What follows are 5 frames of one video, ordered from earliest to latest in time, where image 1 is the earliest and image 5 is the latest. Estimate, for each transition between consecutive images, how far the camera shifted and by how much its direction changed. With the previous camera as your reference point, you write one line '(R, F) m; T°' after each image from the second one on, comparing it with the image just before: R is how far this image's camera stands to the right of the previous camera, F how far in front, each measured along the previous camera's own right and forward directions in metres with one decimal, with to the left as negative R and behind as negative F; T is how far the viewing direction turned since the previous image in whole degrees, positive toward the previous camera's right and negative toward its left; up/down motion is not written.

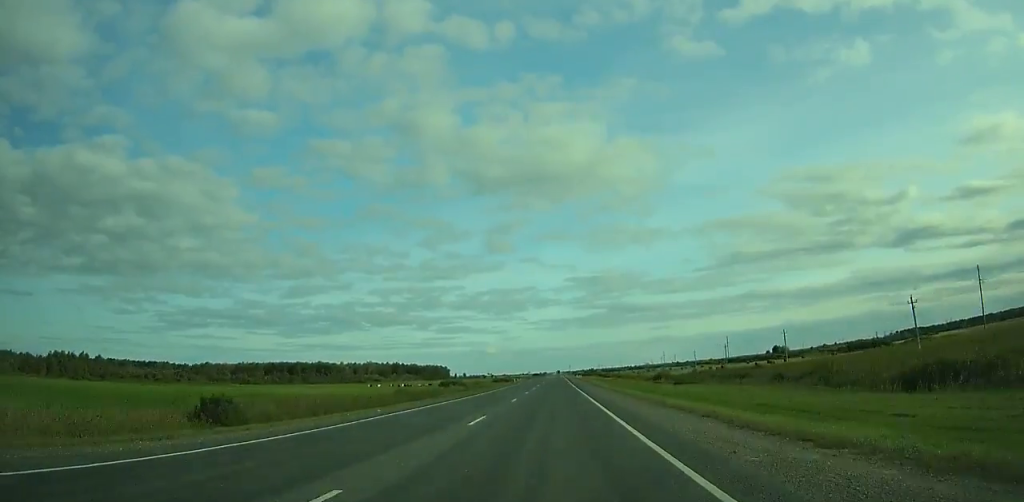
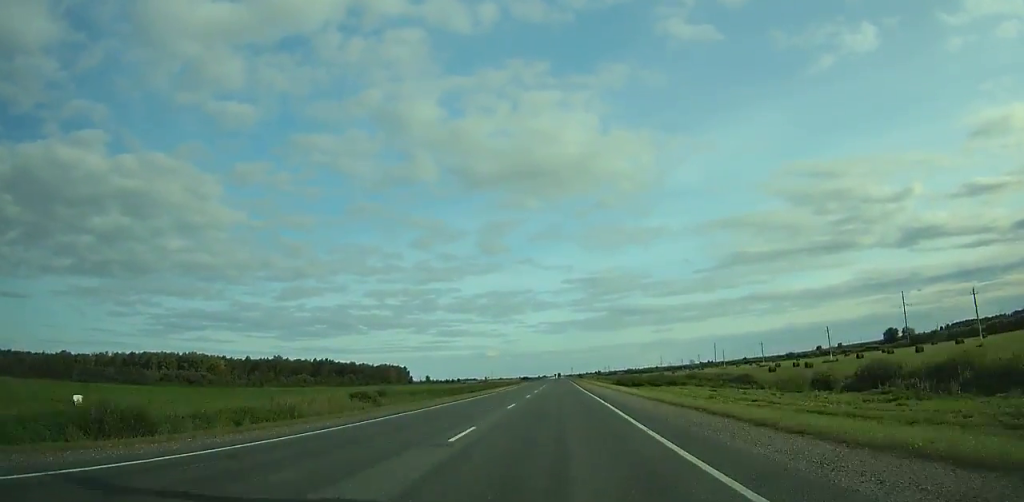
(-0.4, +236.1) m; 0°
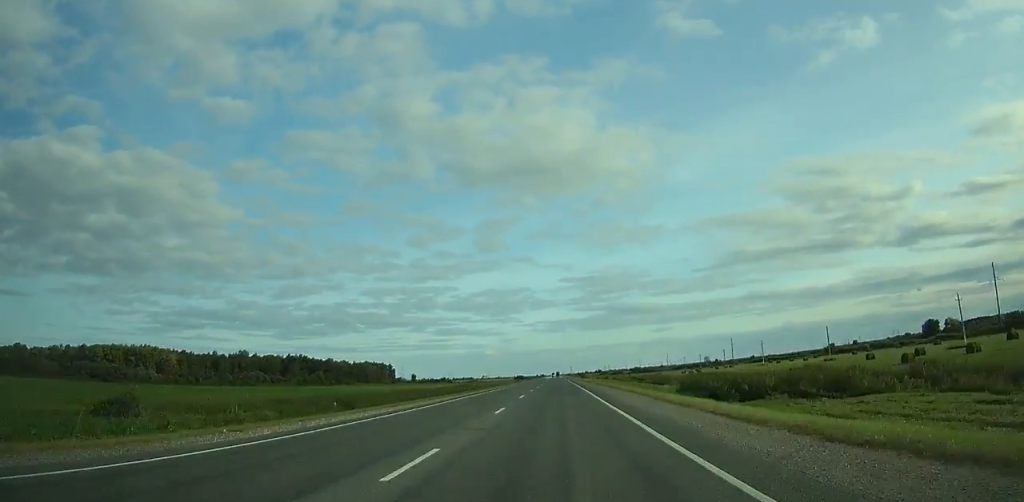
(0.0, +52.6) m; 0°
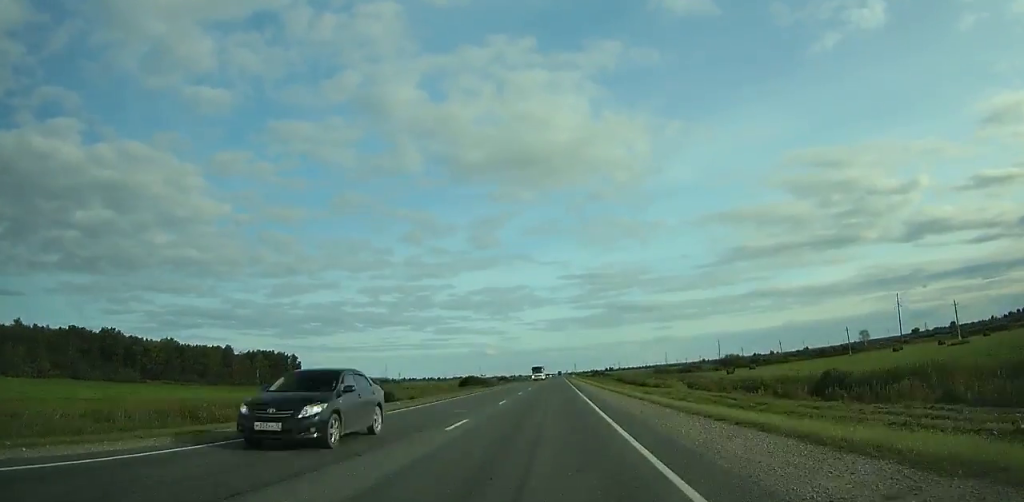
(-0.1, +218.8) m; 0°
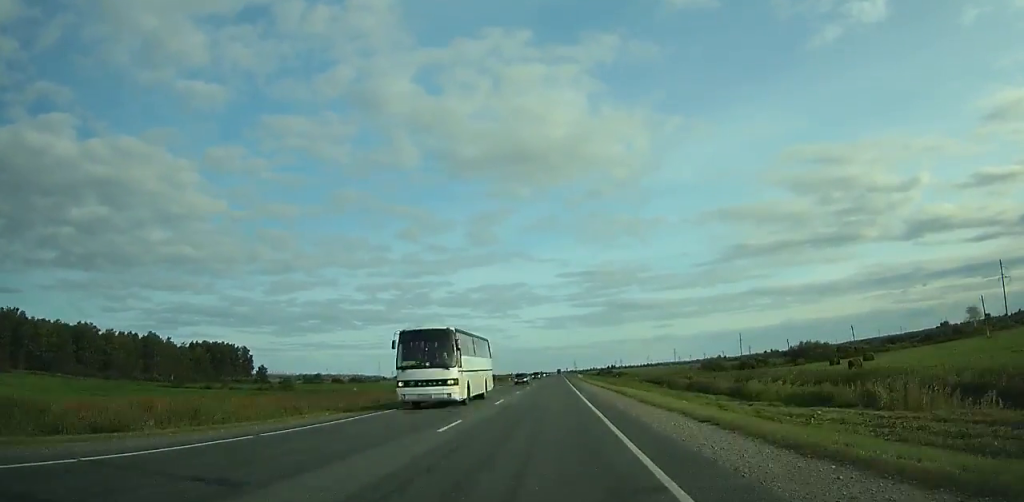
(0.0, +61.1) m; 0°
